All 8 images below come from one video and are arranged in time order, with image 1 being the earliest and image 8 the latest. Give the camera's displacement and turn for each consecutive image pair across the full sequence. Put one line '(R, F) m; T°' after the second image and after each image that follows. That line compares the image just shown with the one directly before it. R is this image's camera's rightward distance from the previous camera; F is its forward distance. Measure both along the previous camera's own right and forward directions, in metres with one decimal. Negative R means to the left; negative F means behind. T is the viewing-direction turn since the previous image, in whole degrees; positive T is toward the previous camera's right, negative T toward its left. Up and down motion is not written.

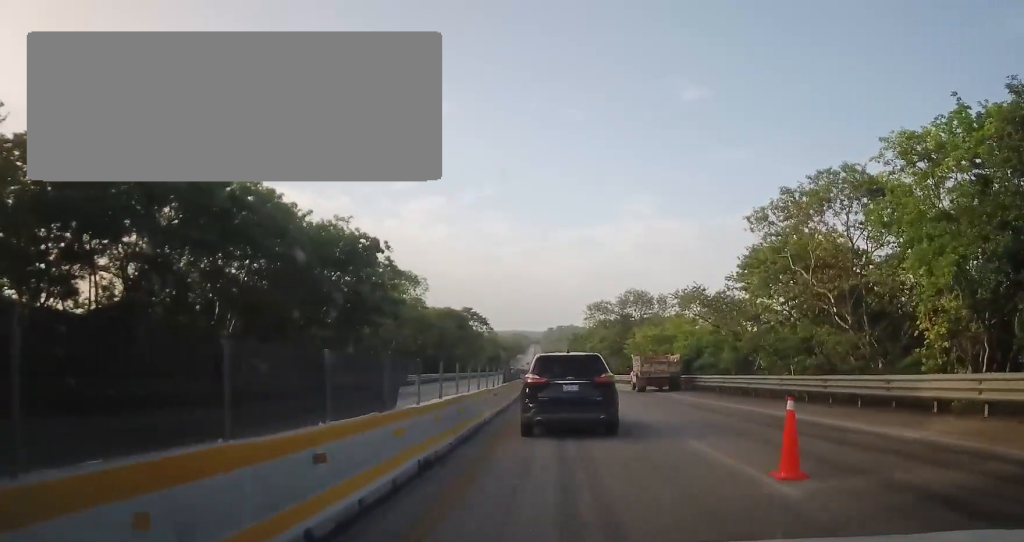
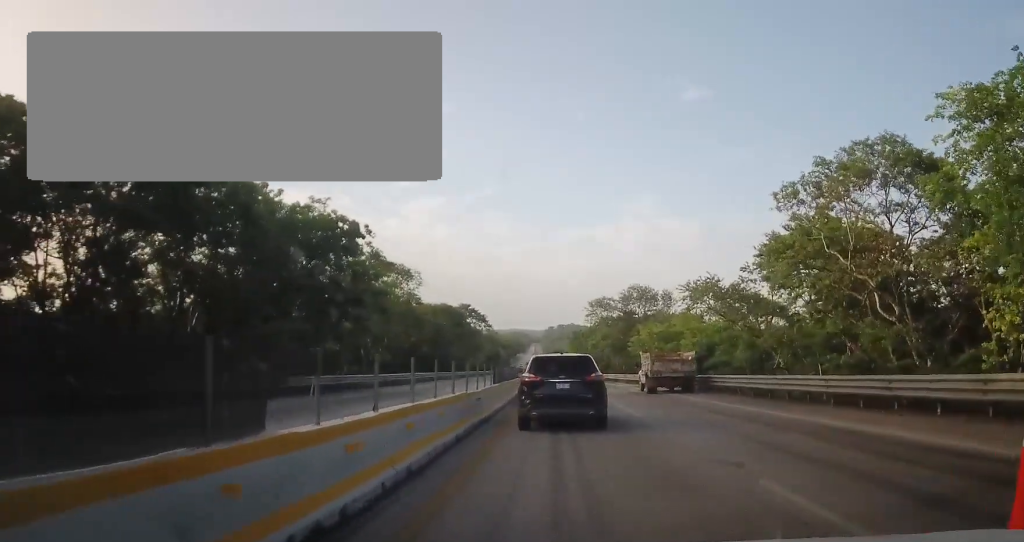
(-0.1, +4.1) m; -1°
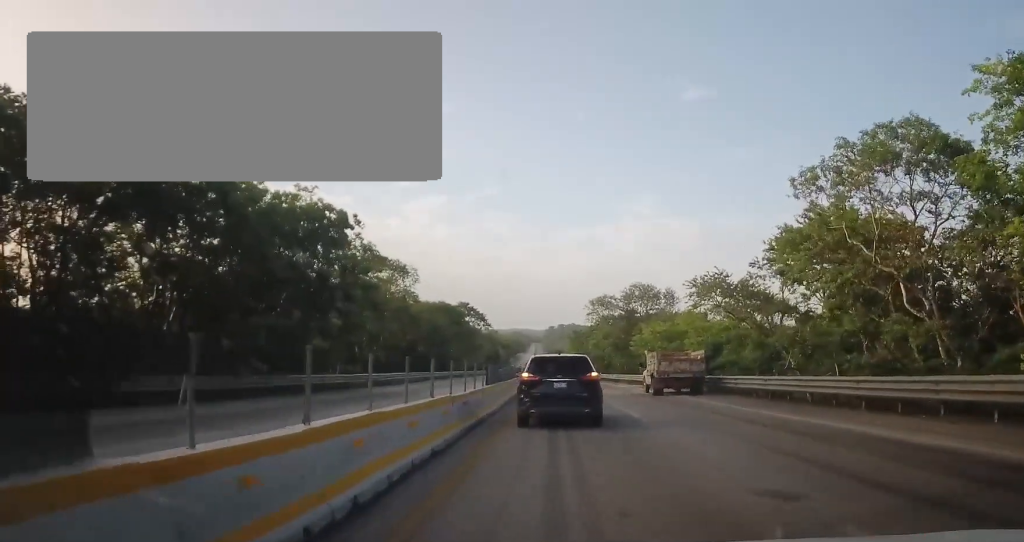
(0.0, +2.1) m; 0°
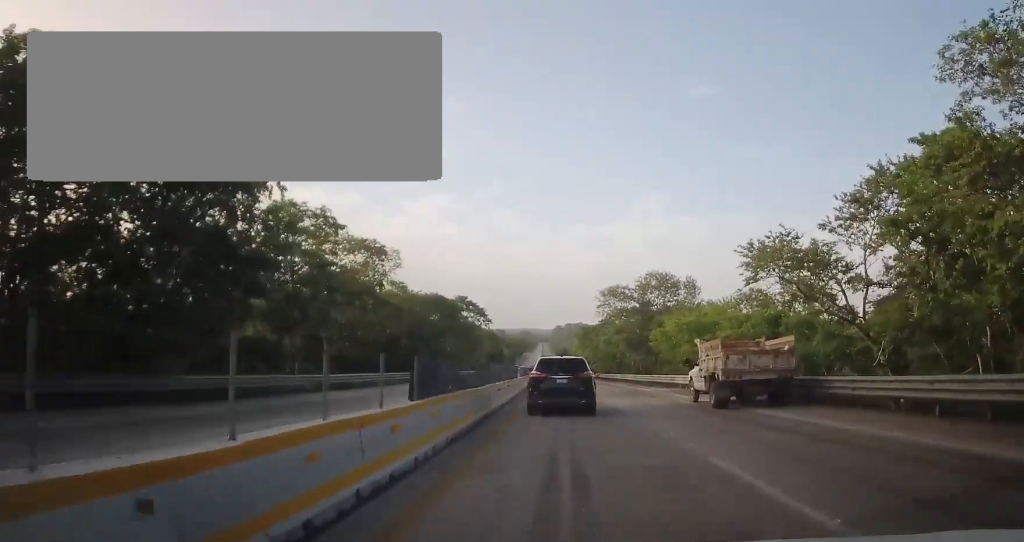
(-0.2, +11.5) m; -2°
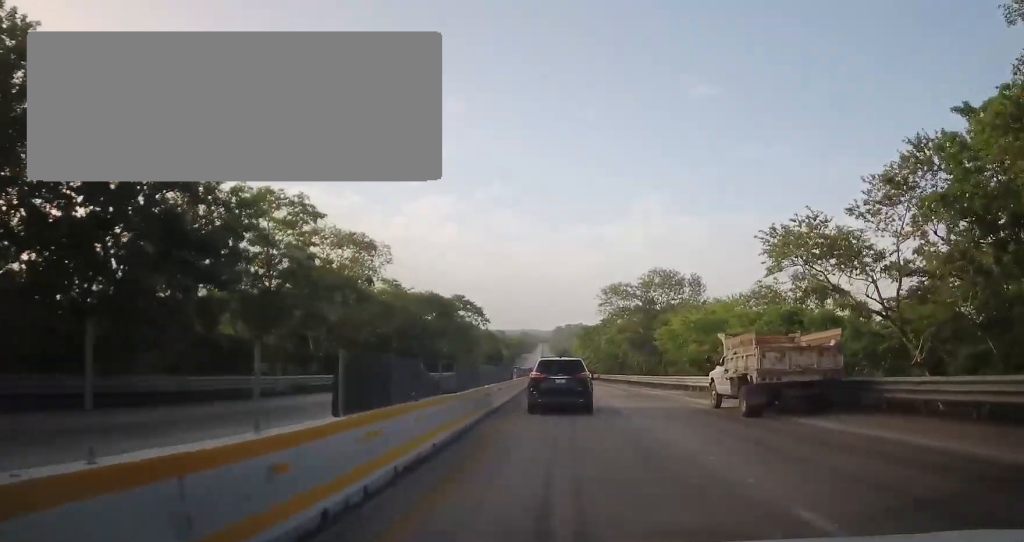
(0.0, +3.5) m; 0°
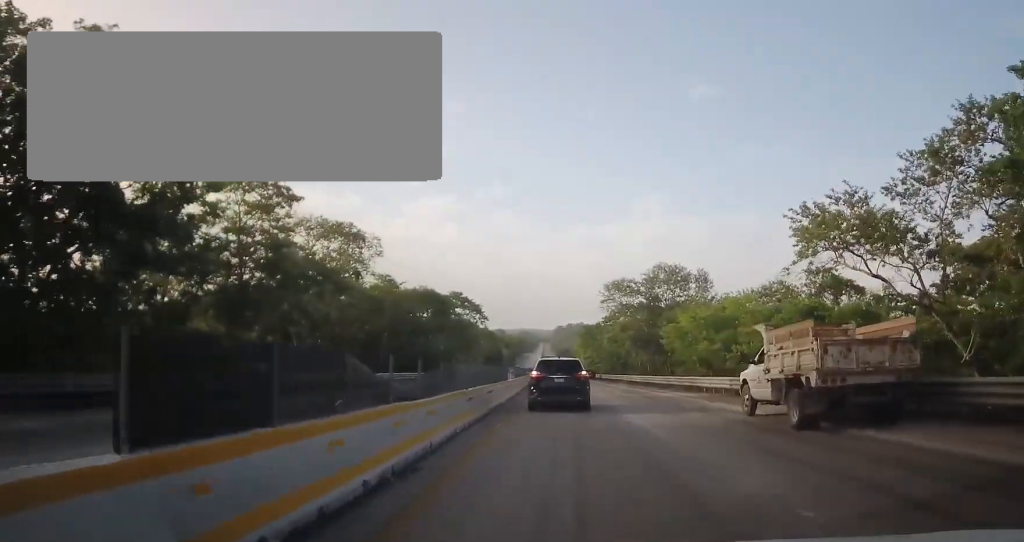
(0.0, +3.6) m; 0°
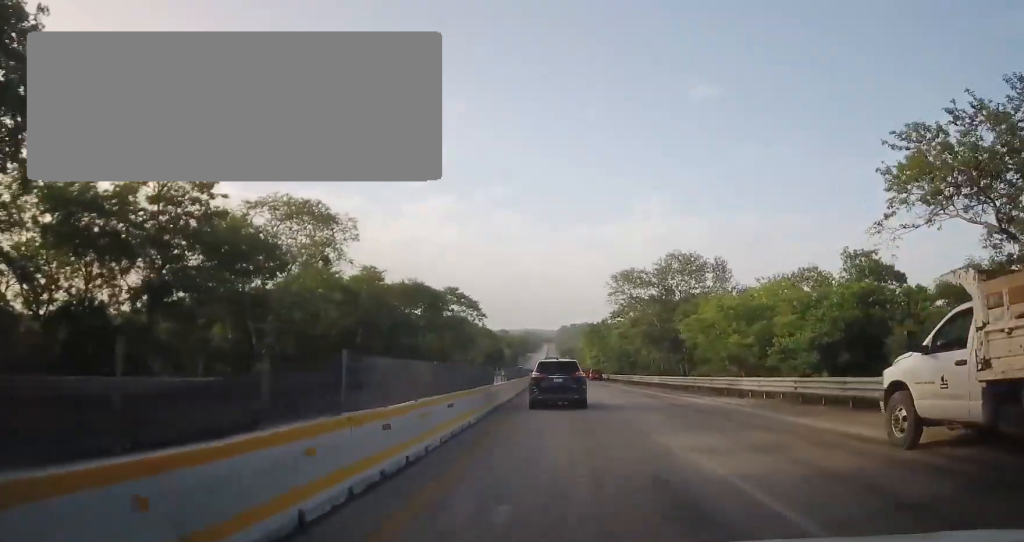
(-0.1, +7.8) m; -1°
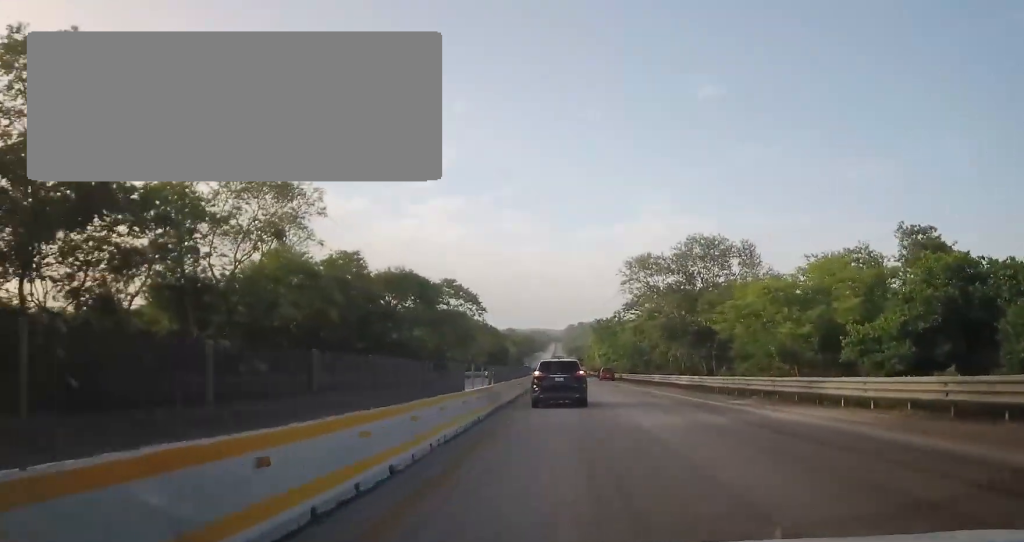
(0.0, +8.5) m; 0°
